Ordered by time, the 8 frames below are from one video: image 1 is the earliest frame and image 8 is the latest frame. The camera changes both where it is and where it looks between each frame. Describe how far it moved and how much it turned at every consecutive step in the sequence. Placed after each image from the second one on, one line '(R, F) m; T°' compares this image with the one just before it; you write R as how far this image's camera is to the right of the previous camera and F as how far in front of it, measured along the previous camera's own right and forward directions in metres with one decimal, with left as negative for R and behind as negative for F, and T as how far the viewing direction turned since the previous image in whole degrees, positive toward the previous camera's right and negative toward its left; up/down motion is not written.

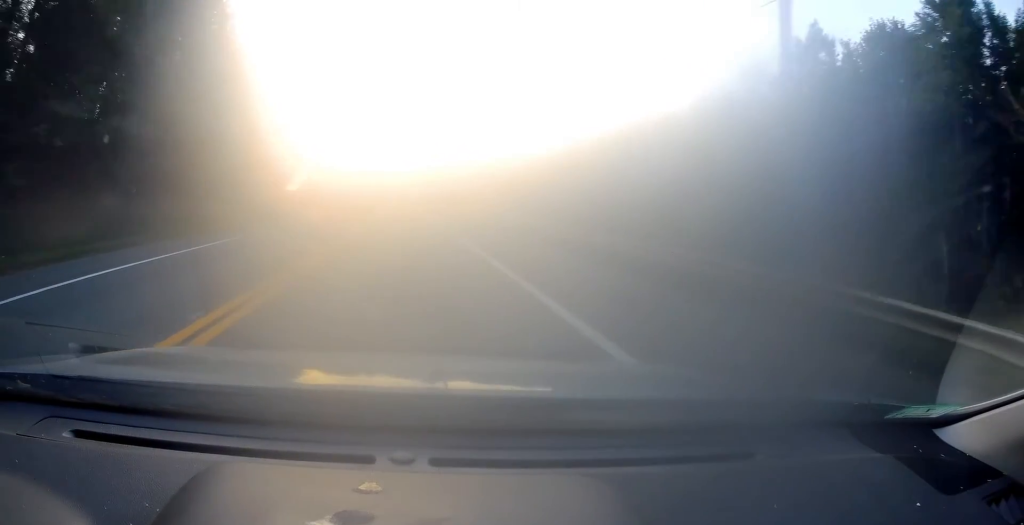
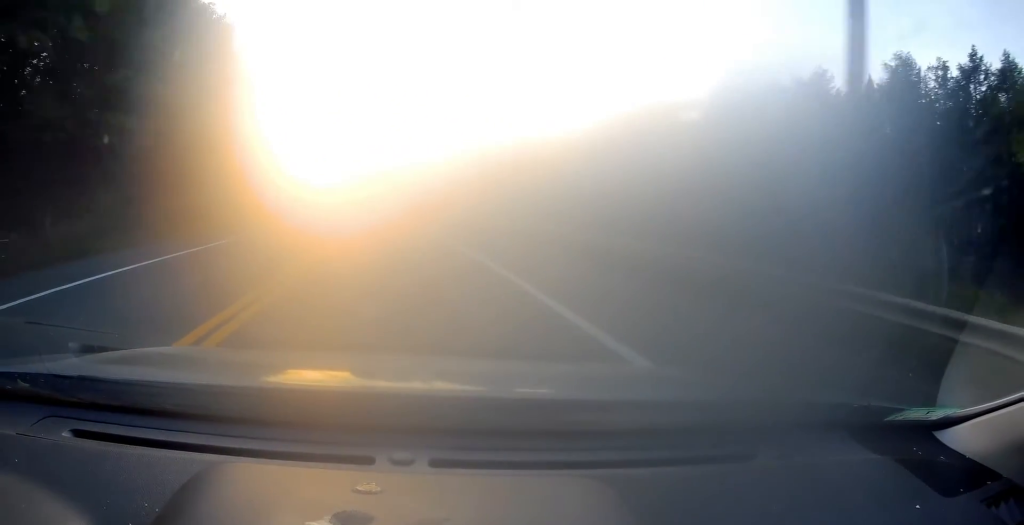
(-0.8, +43.1) m; -4°
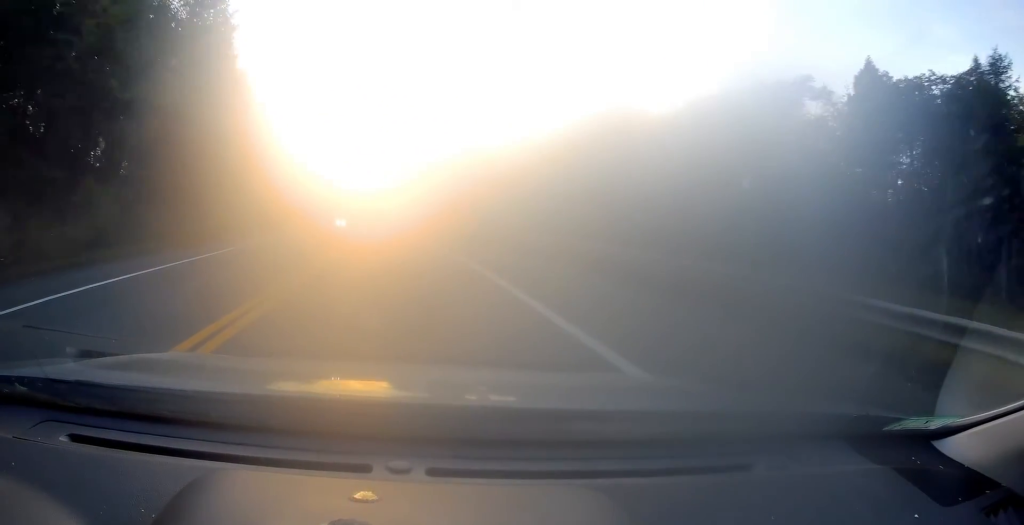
(-0.8, +26.0) m; -4°
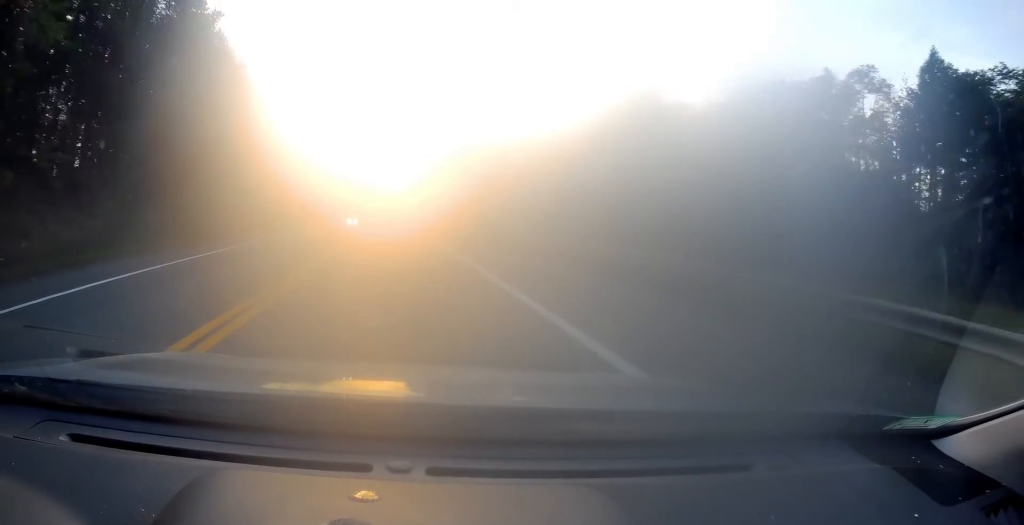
(+0.3, +11.2) m; -2°
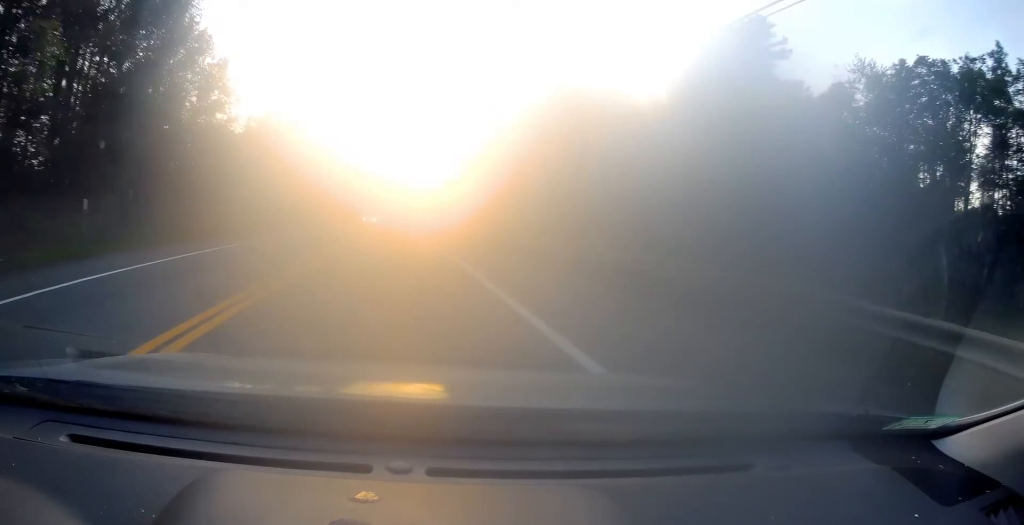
(-1.4, +25.0) m; -4°
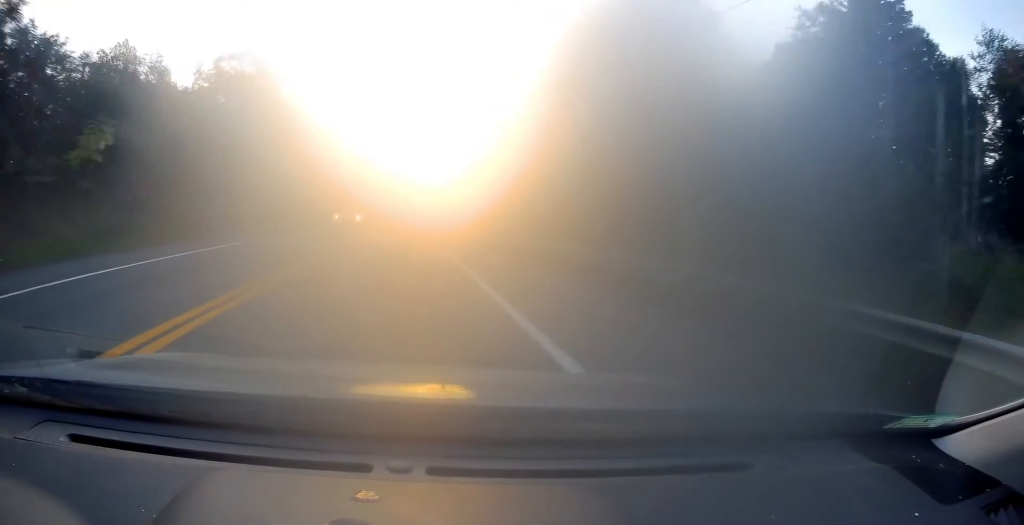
(-0.6, +23.3) m; -1°
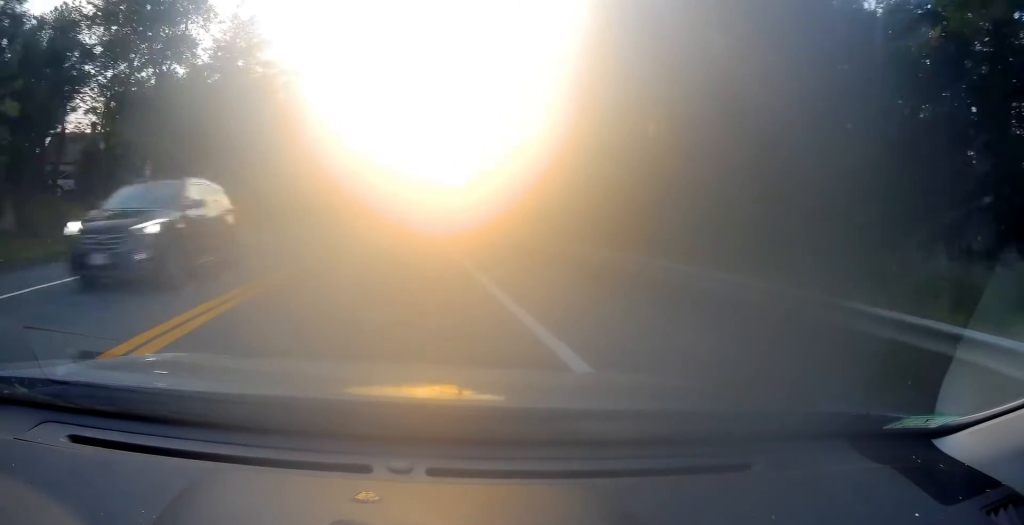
(-0.1, +18.0) m; -1°
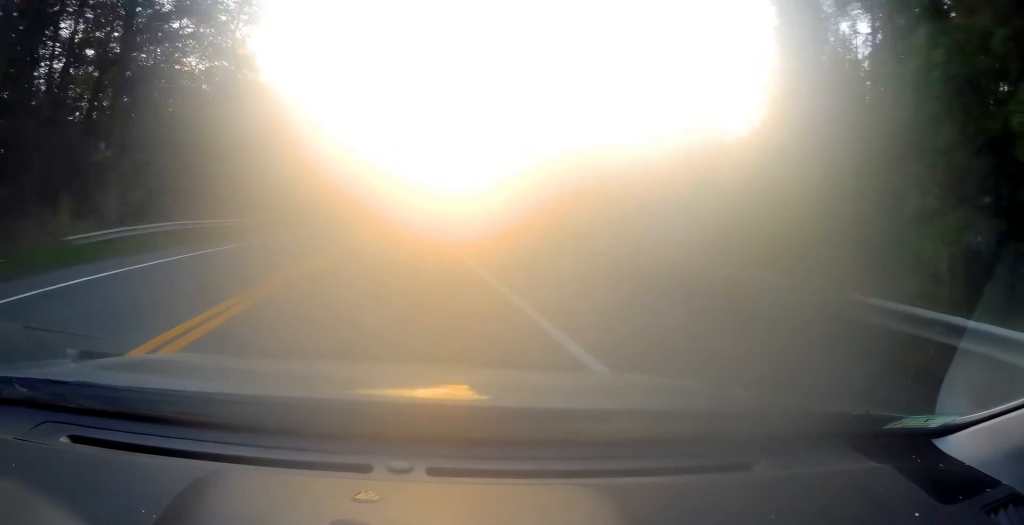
(-0.7, +38.7) m; -1°
